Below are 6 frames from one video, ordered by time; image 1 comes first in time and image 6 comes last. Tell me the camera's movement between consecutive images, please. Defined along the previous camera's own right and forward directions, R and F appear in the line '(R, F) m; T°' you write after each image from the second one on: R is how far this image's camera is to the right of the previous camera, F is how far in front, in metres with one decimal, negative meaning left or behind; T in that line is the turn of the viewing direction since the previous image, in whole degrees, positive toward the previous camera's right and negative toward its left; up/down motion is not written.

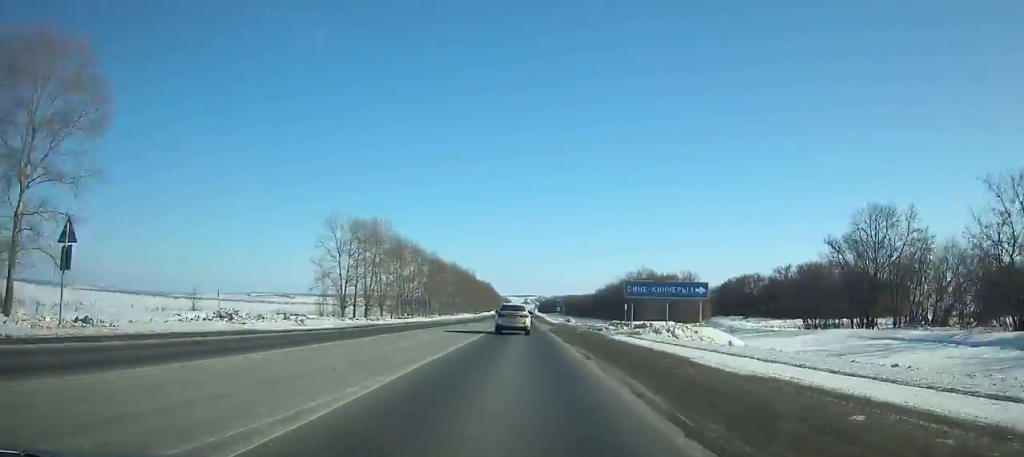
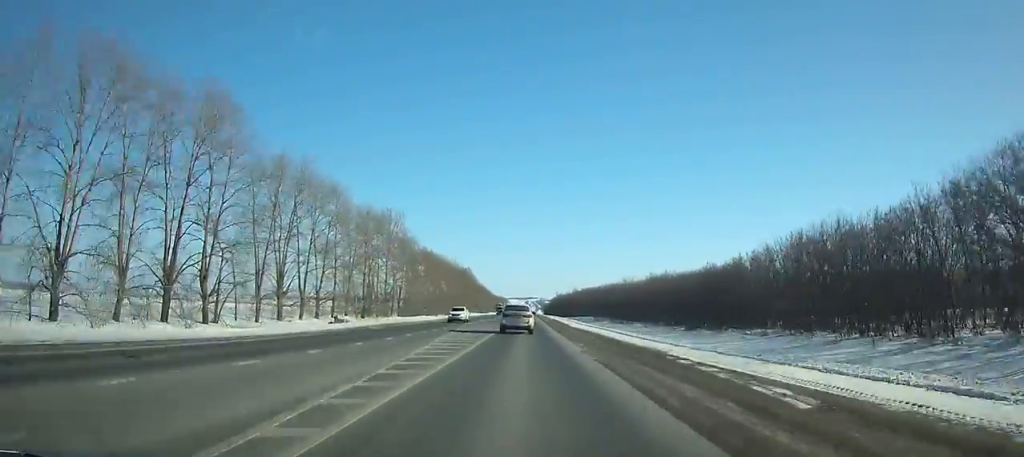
(-2.0, +165.3) m; -1°
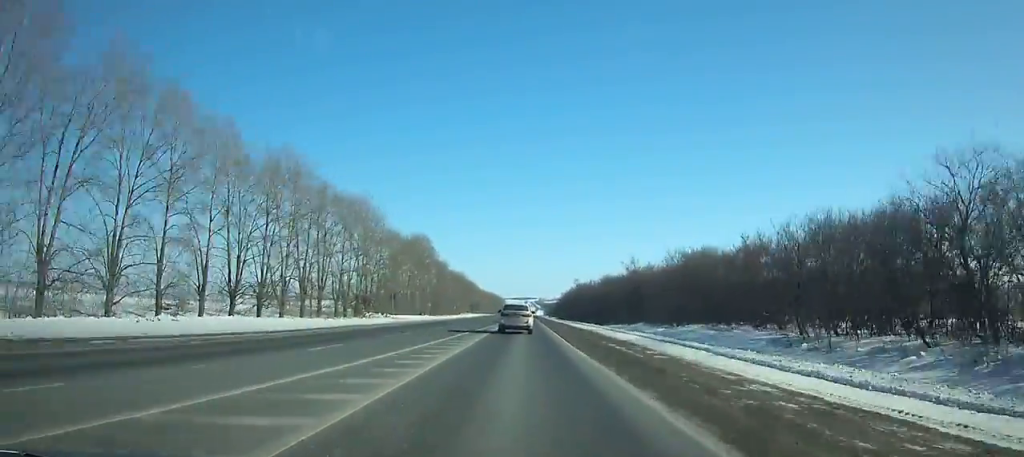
(+0.2, +112.6) m; 0°
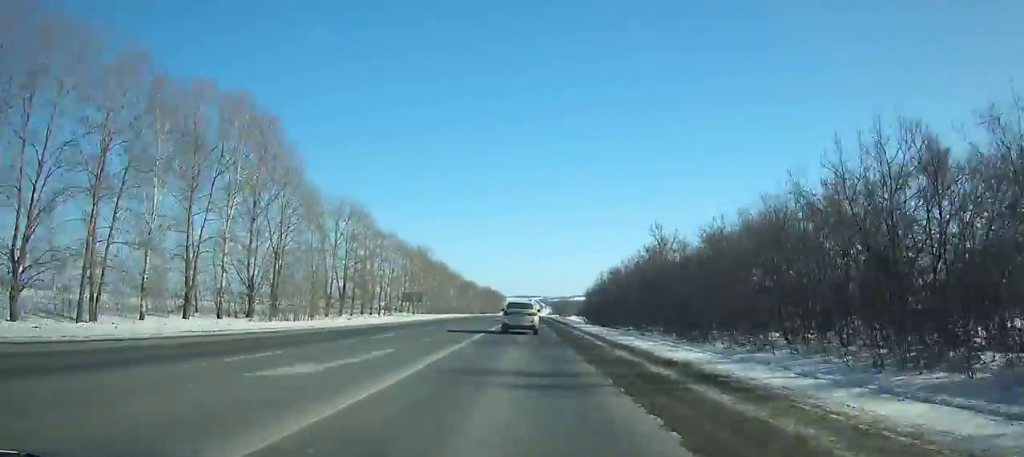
(0.0, +99.2) m; 0°
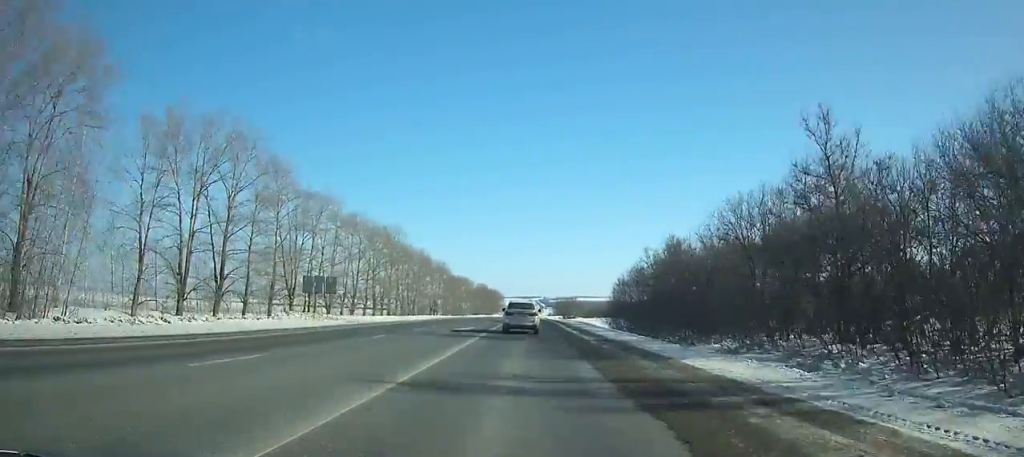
(-0.1, +38.7) m; 0°
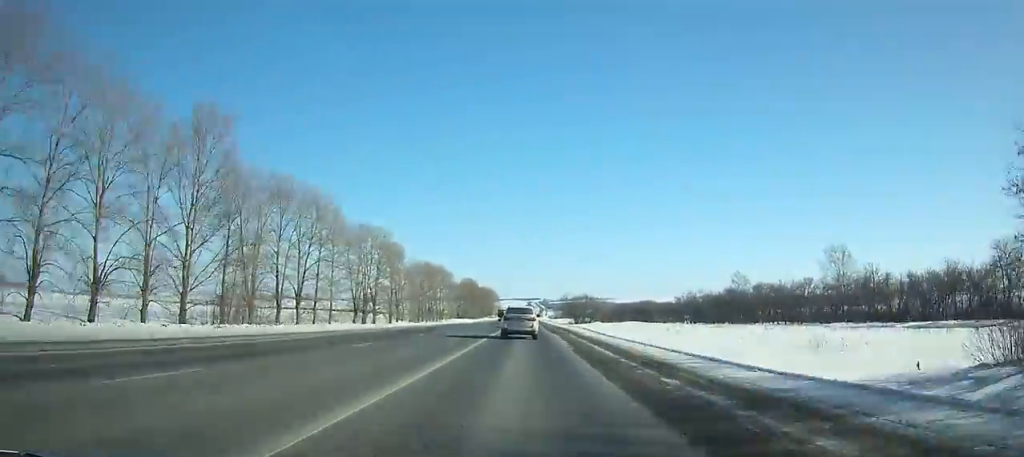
(+0.1, +74.9) m; 0°
